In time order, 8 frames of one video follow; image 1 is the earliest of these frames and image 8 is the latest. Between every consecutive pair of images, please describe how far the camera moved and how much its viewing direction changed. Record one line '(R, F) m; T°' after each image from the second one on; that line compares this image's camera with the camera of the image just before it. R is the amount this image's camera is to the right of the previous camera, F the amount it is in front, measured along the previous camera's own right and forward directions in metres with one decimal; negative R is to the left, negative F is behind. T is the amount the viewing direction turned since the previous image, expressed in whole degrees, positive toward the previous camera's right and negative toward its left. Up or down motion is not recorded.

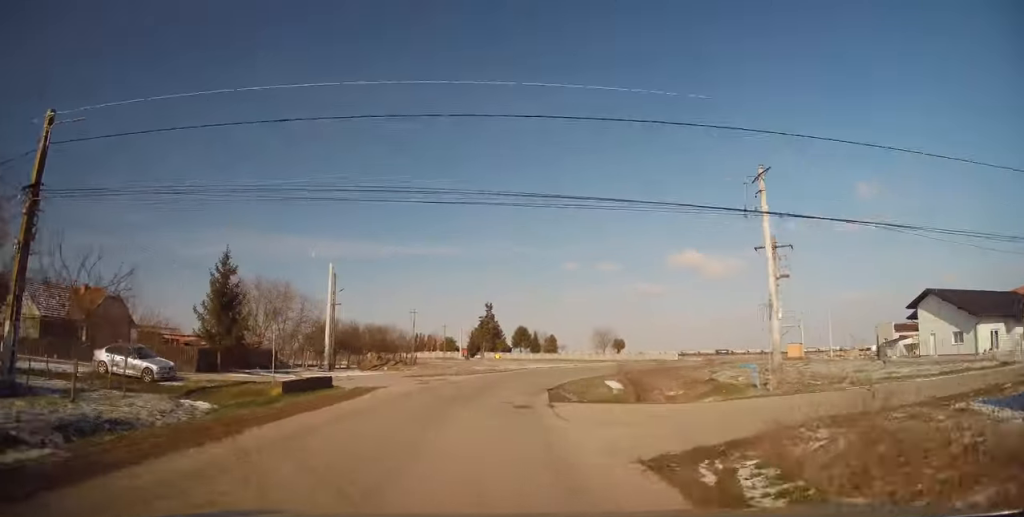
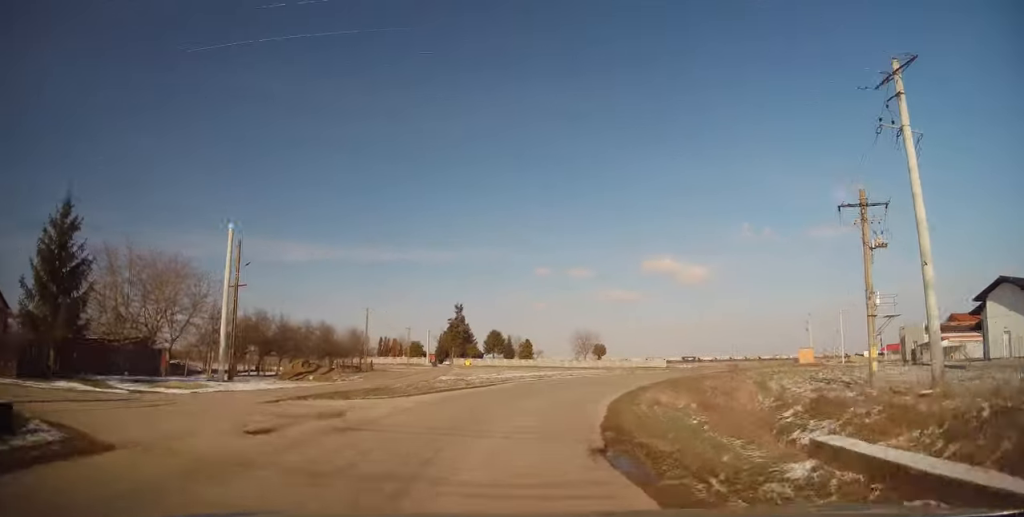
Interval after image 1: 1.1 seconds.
(+0.2, +14.6) m; +5°
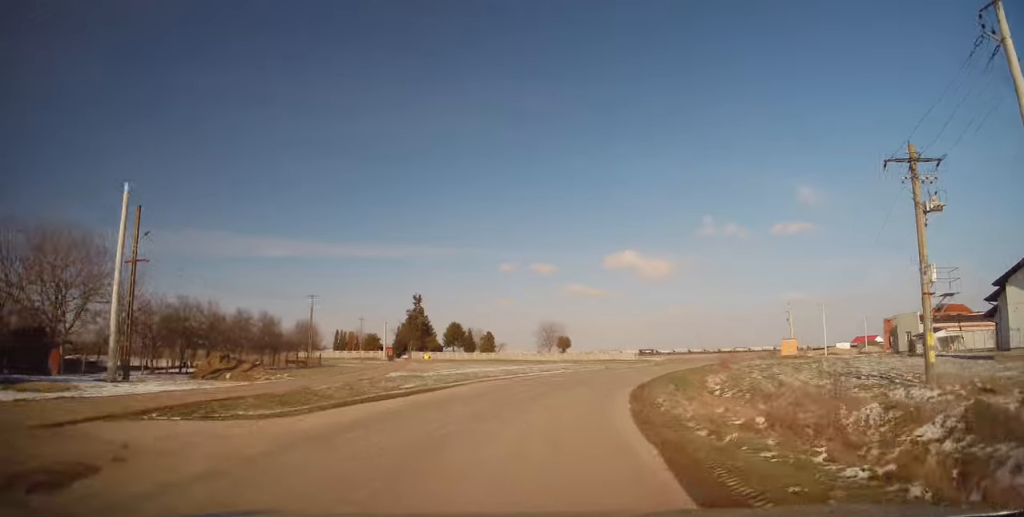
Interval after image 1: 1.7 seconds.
(+0.3, +7.0) m; +4°
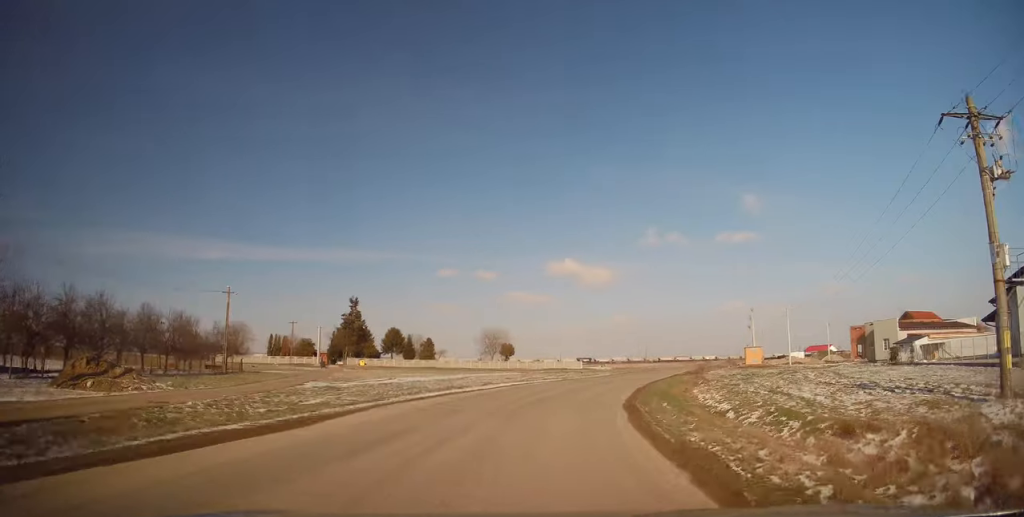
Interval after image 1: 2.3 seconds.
(+0.1, +7.0) m; +5°
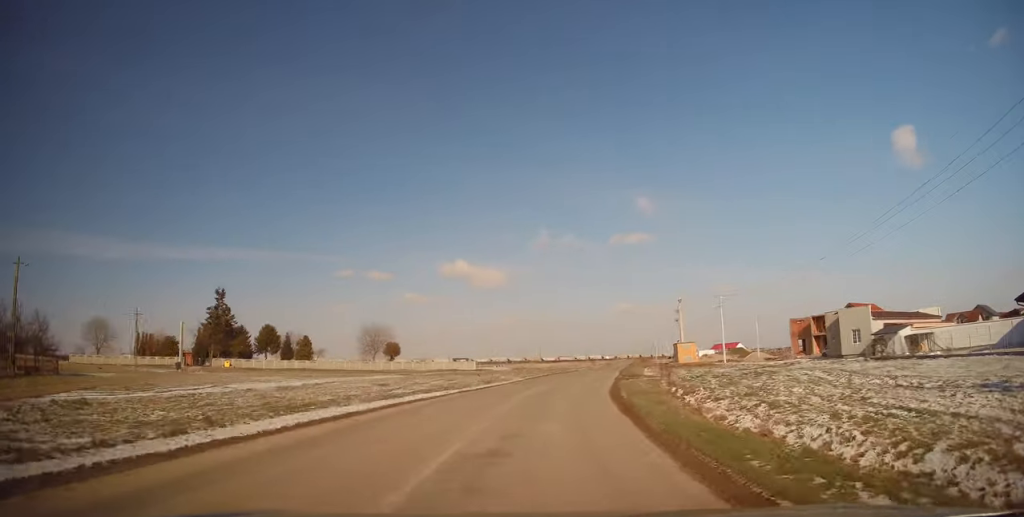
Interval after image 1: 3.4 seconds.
(+1.4, +14.9) m; +10°
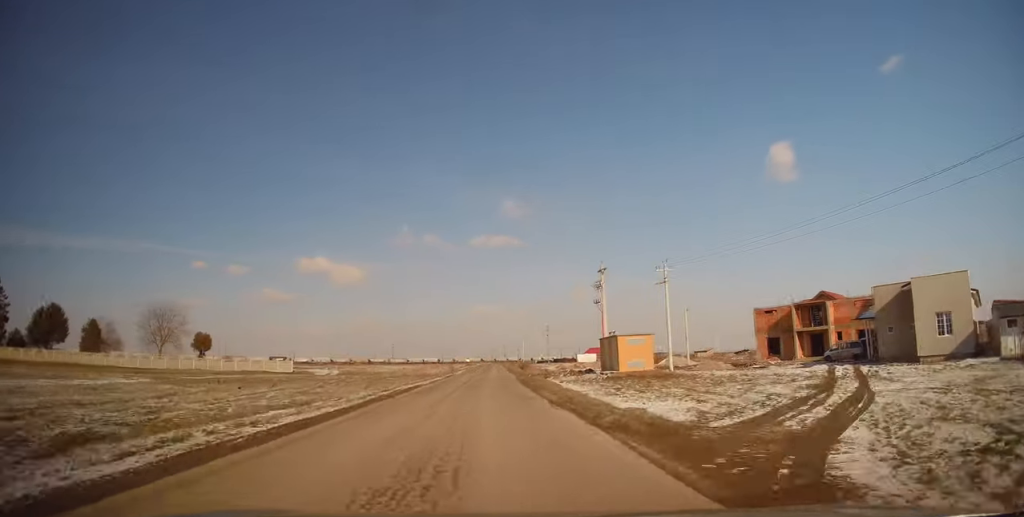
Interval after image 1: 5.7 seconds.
(+4.9, +30.4) m; +15°
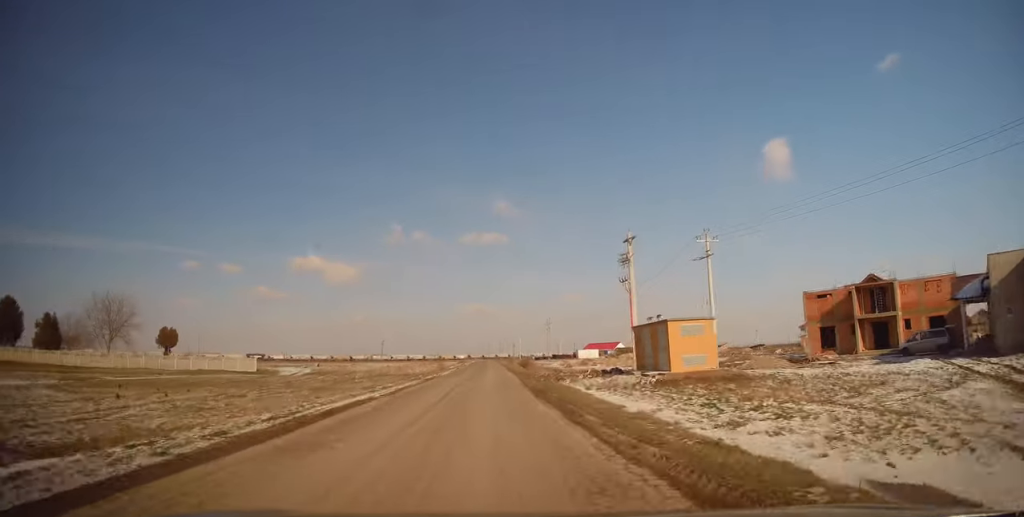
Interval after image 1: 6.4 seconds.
(+0.3, +11.2) m; +2°
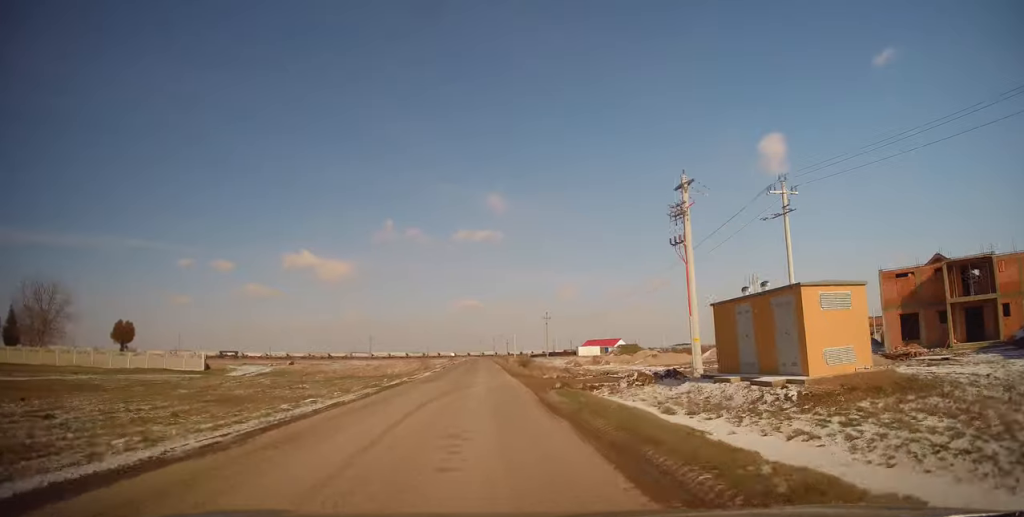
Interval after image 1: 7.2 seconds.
(0.0, +11.9) m; +1°
